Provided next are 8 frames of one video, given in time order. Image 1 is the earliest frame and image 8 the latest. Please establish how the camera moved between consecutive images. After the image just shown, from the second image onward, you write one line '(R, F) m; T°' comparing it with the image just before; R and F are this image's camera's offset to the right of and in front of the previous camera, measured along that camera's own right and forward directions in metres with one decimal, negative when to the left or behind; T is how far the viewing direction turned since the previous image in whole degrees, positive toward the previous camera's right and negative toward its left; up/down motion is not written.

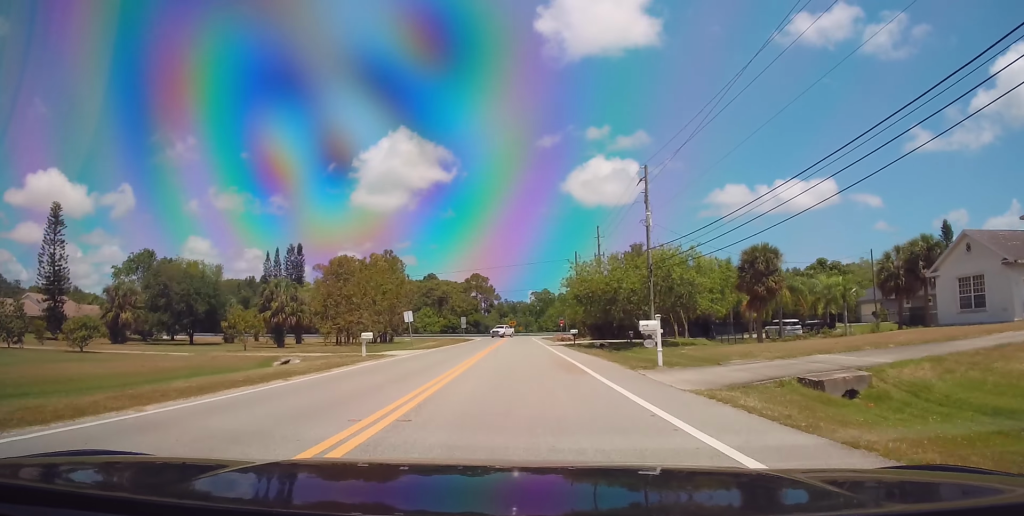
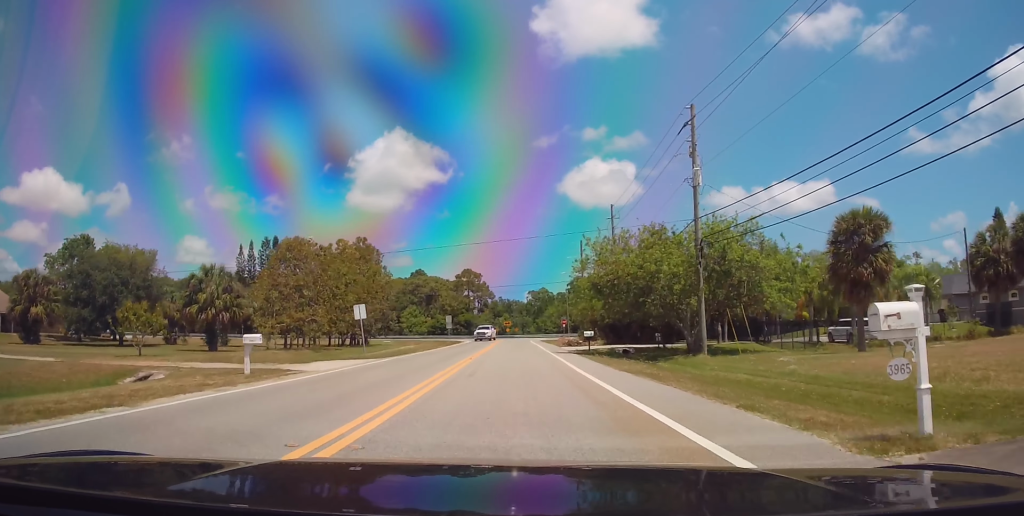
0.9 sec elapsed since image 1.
(+0.1, +14.0) m; +1°
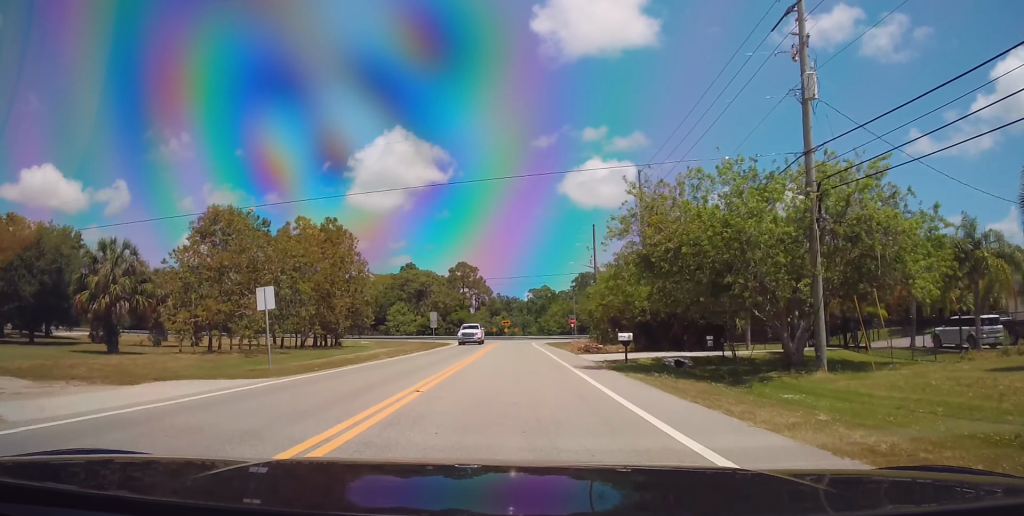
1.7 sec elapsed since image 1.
(0.0, +13.6) m; -1°
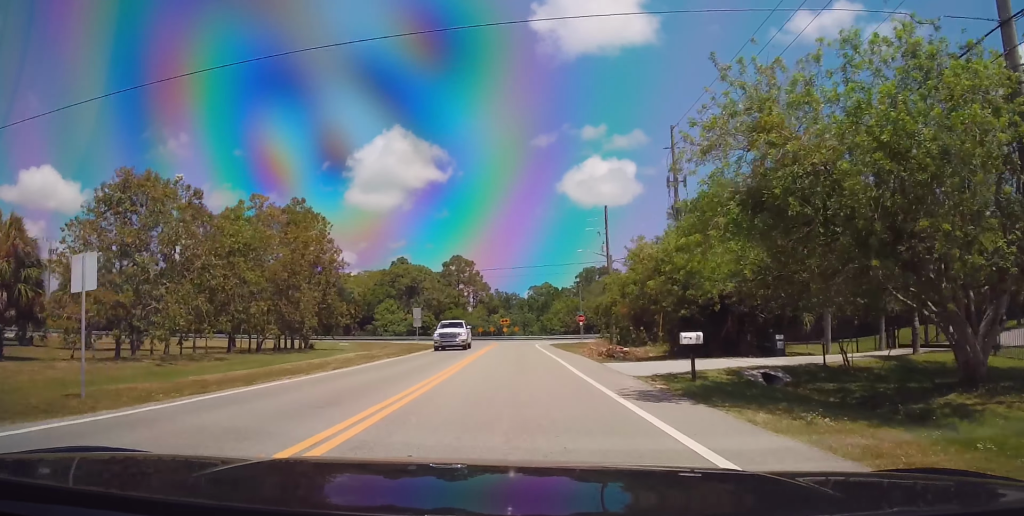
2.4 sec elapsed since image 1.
(+0.1, +10.2) m; -1°
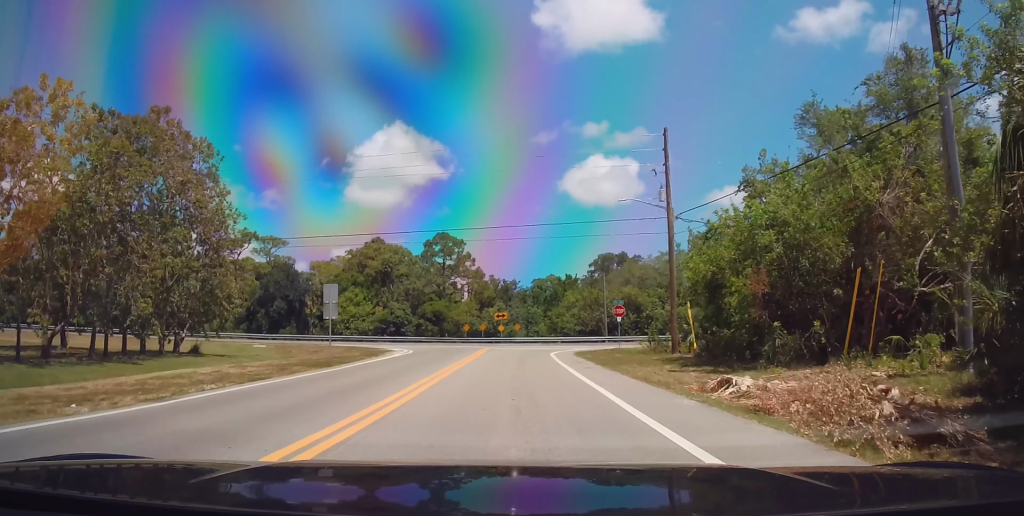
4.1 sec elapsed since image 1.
(-0.1, +23.9) m; +1°
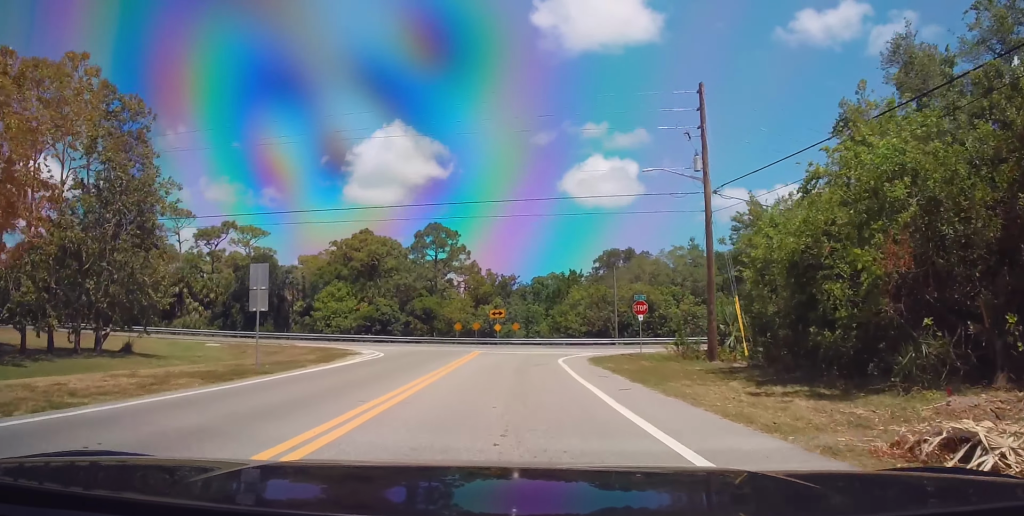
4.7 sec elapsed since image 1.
(+0.1, +7.6) m; 0°
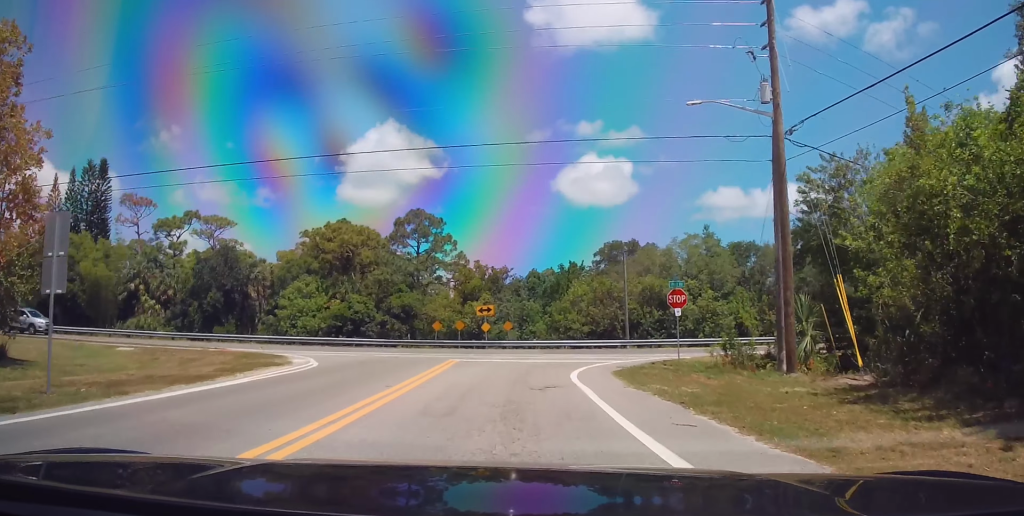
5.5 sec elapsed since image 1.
(0.0, +9.5) m; 0°
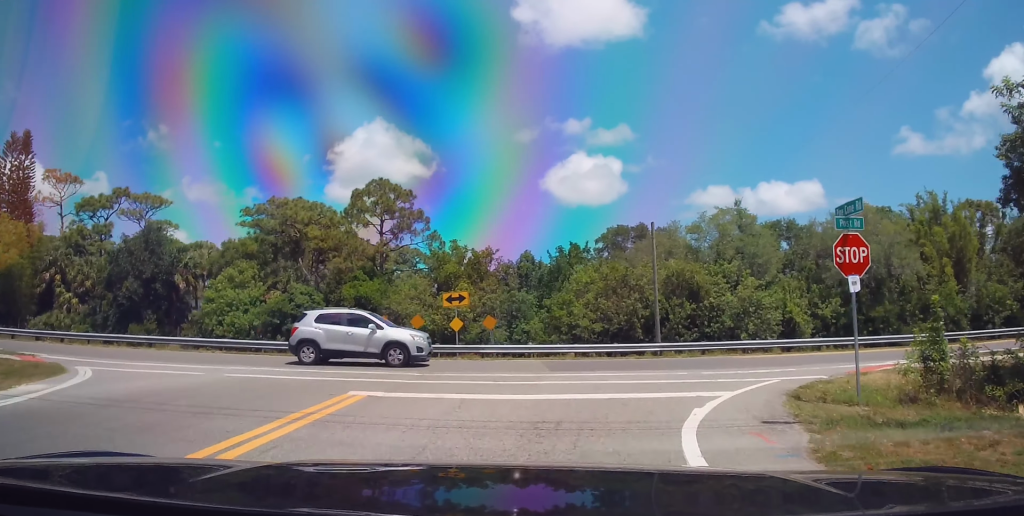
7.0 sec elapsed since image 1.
(0.0, +14.6) m; +2°
